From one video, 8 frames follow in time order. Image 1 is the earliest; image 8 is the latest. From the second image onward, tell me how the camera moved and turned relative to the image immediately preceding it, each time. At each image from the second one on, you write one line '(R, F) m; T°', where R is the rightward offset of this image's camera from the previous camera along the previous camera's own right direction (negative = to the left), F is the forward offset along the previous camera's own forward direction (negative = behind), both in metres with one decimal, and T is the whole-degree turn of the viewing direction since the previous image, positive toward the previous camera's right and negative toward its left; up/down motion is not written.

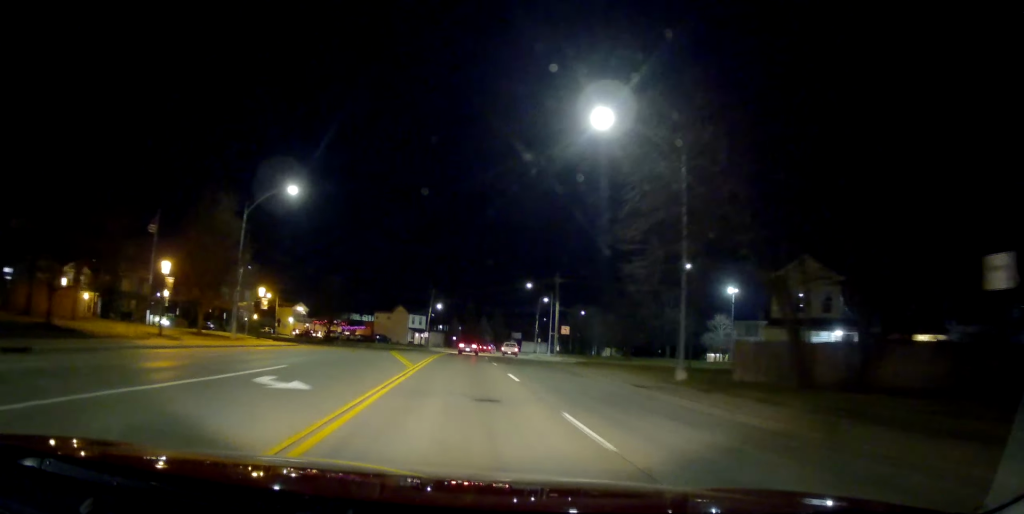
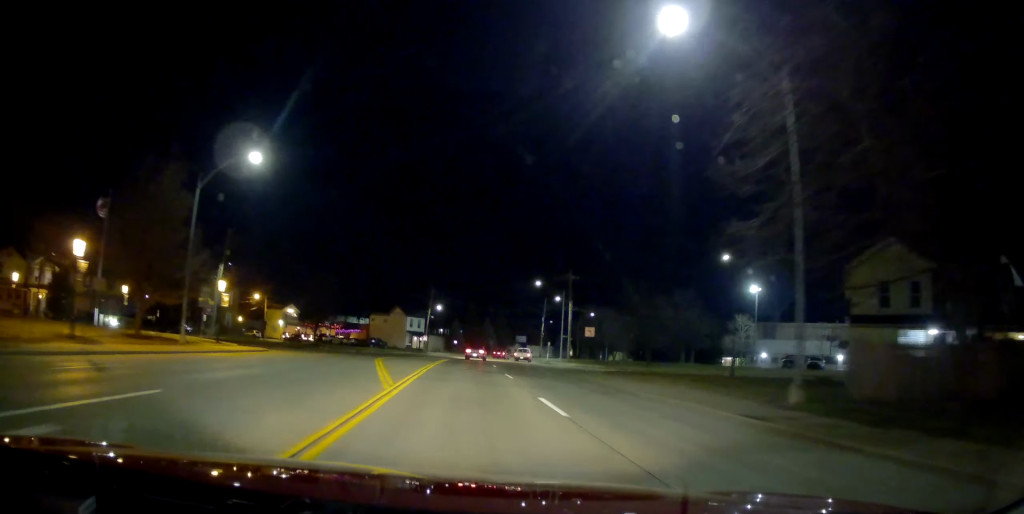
(+0.1, +8.7) m; -1°
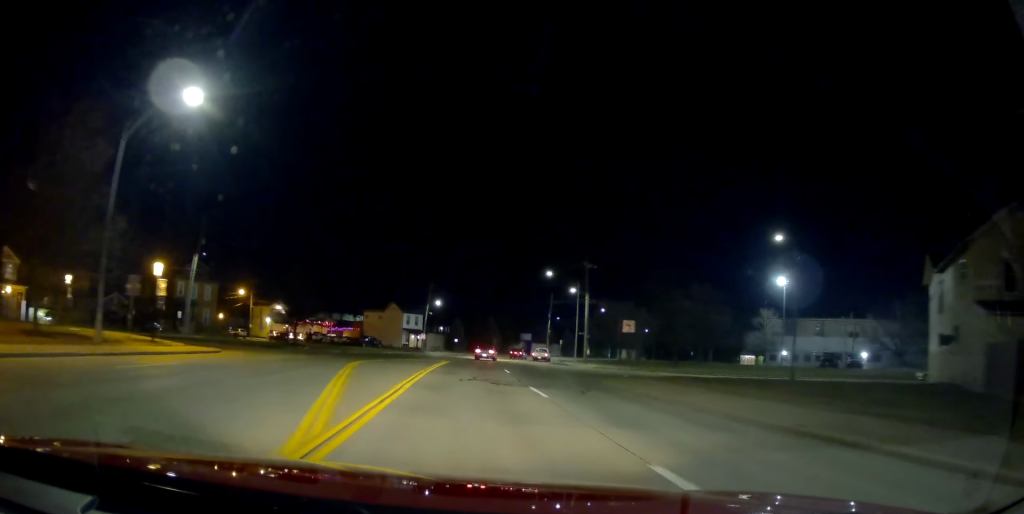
(-0.4, +9.2) m; -3°
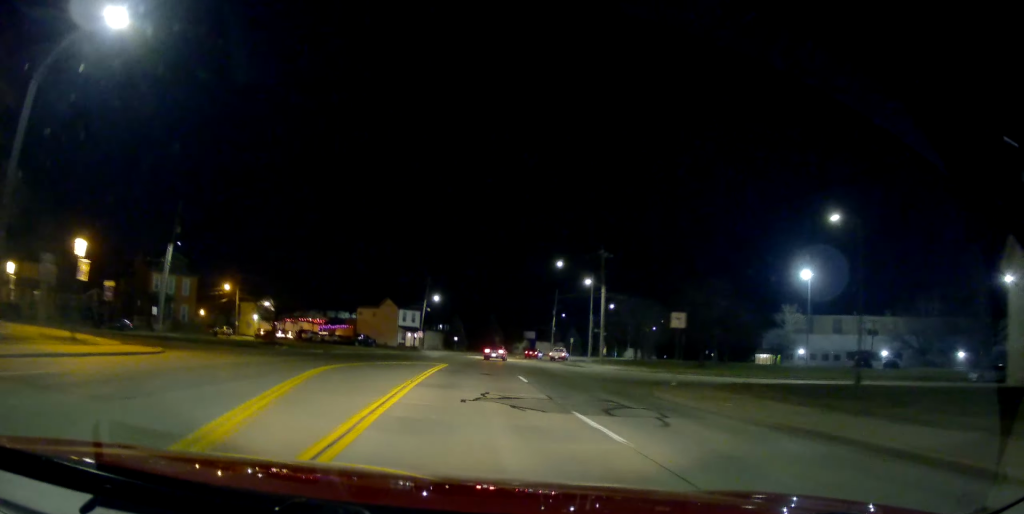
(-0.1, +7.3) m; 0°
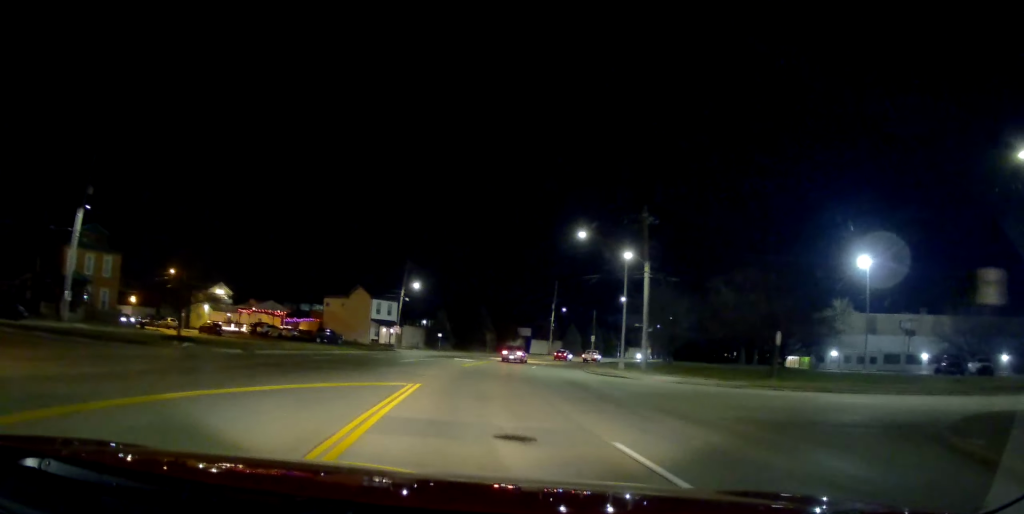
(0.0, +16.8) m; +3°
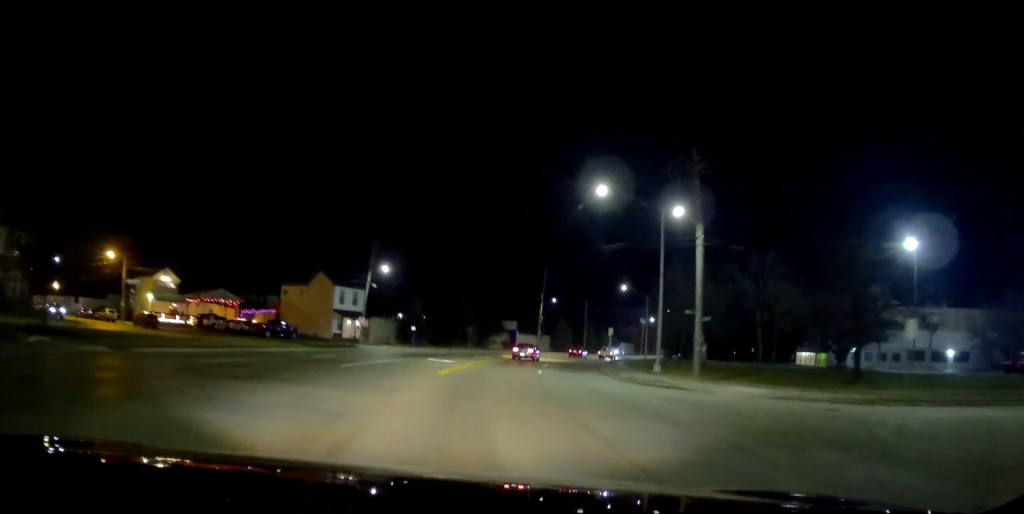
(+0.5, +12.2) m; +3°
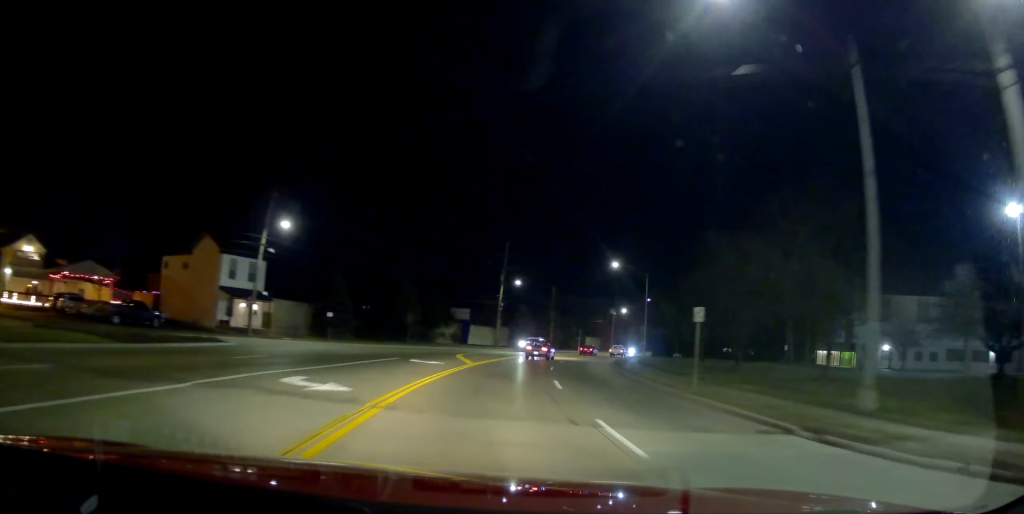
(+0.6, +20.9) m; +4°
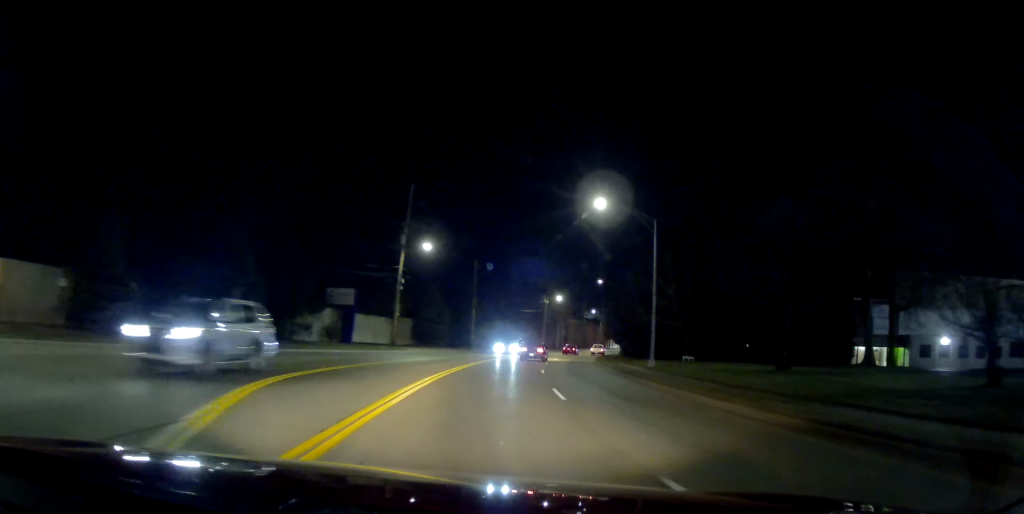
(+2.7, +27.5) m; +12°
